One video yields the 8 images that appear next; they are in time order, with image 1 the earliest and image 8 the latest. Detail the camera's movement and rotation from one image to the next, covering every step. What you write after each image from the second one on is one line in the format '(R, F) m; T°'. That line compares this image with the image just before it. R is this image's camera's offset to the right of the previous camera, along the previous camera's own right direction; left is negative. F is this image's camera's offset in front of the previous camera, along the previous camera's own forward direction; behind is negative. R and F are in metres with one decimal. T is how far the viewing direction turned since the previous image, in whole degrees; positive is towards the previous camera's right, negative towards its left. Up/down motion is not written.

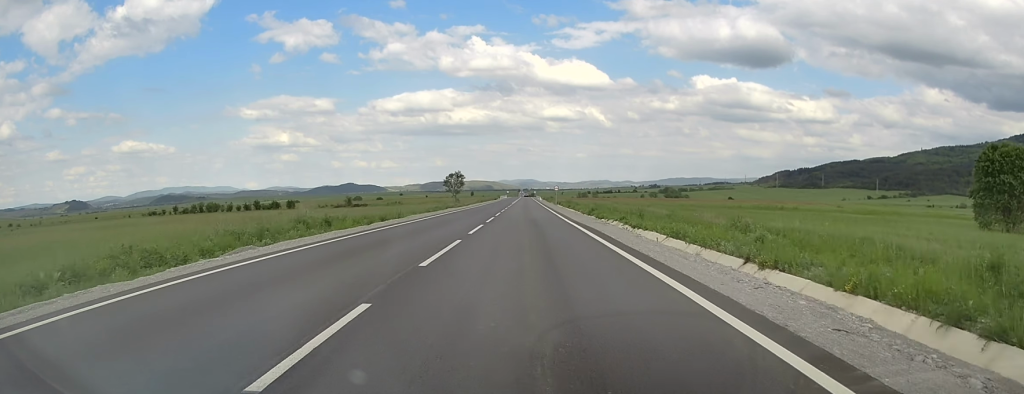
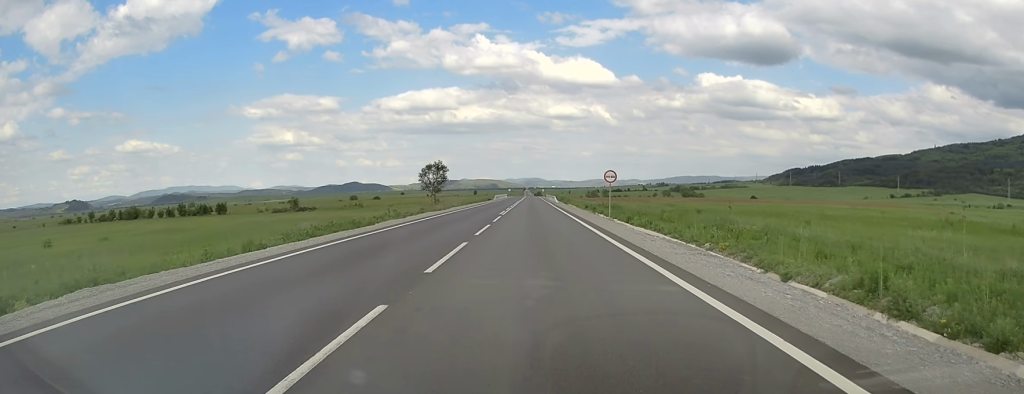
(+0.1, +55.6) m; -1°
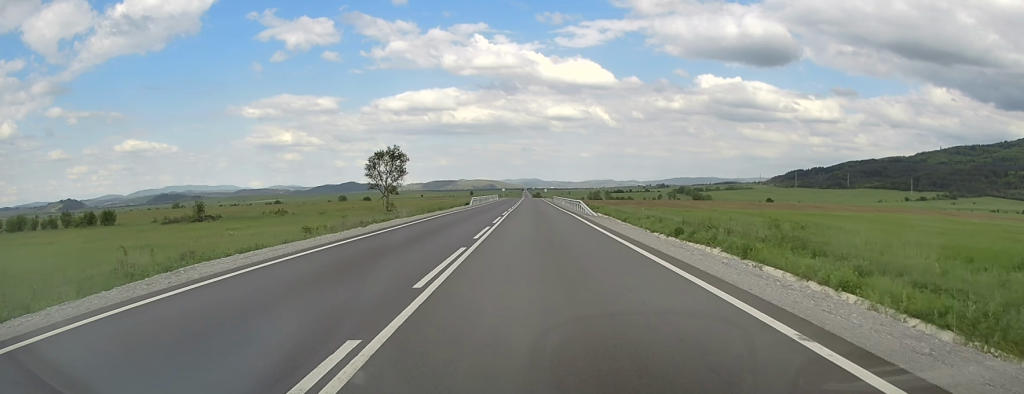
(-0.1, +48.5) m; 0°
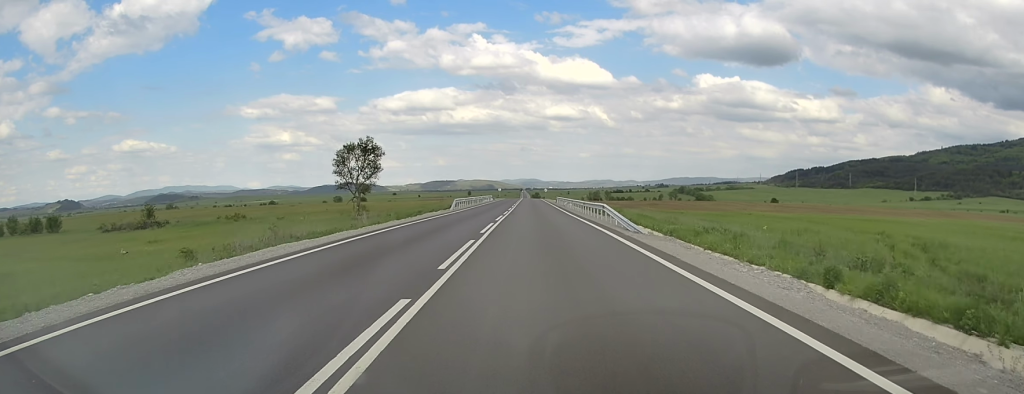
(0.0, +16.2) m; 0°
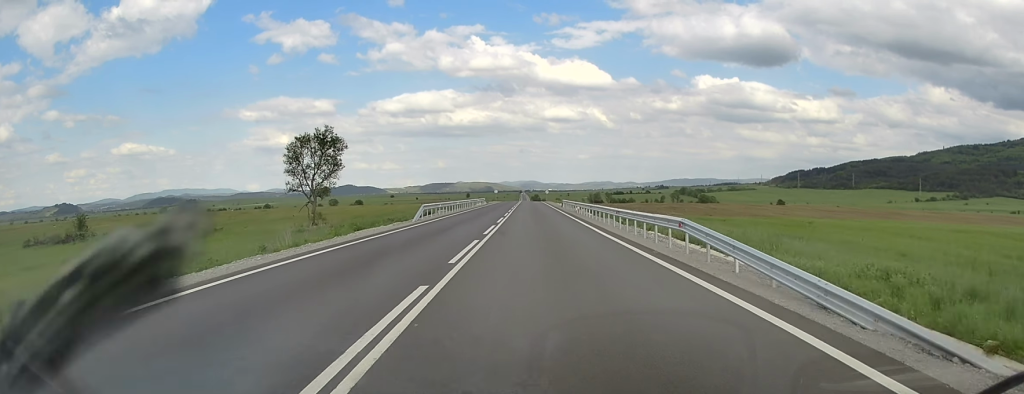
(0.0, +17.2) m; 0°
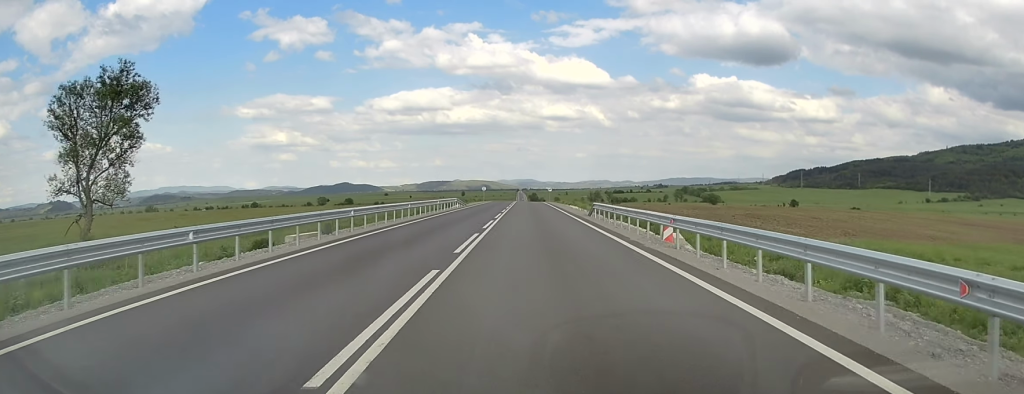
(0.0, +35.4) m; 0°
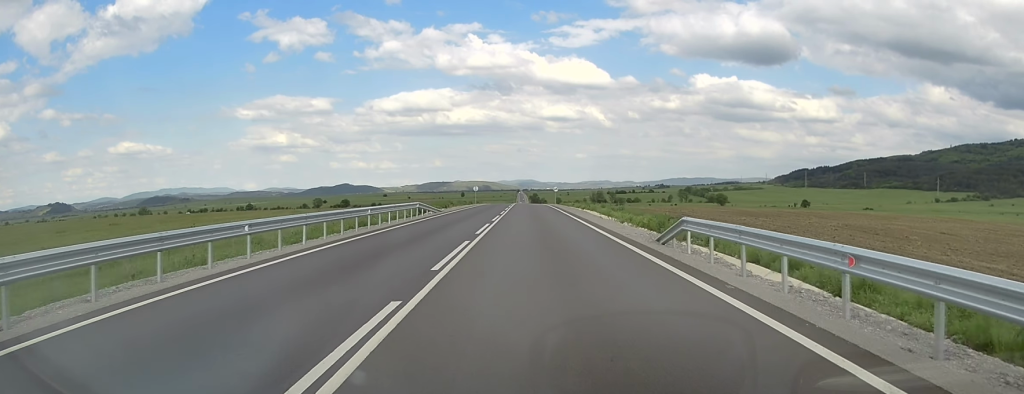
(0.0, +21.2) m; 0°
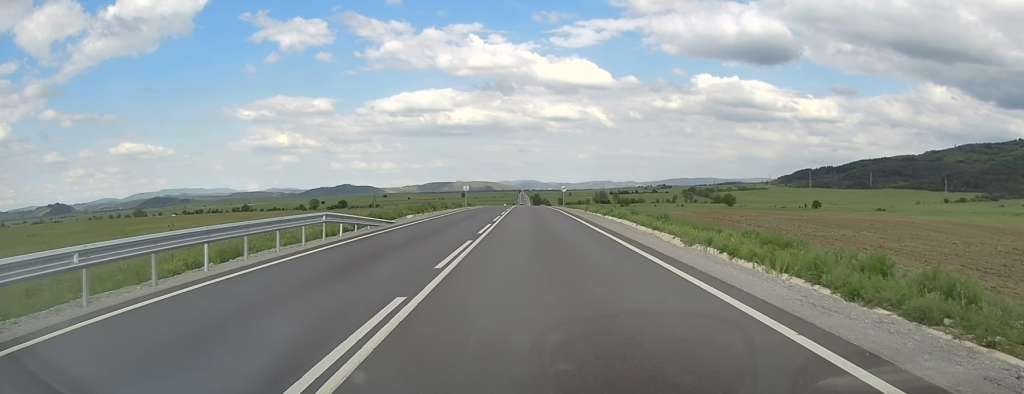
(-0.1, +18.2) m; 0°
